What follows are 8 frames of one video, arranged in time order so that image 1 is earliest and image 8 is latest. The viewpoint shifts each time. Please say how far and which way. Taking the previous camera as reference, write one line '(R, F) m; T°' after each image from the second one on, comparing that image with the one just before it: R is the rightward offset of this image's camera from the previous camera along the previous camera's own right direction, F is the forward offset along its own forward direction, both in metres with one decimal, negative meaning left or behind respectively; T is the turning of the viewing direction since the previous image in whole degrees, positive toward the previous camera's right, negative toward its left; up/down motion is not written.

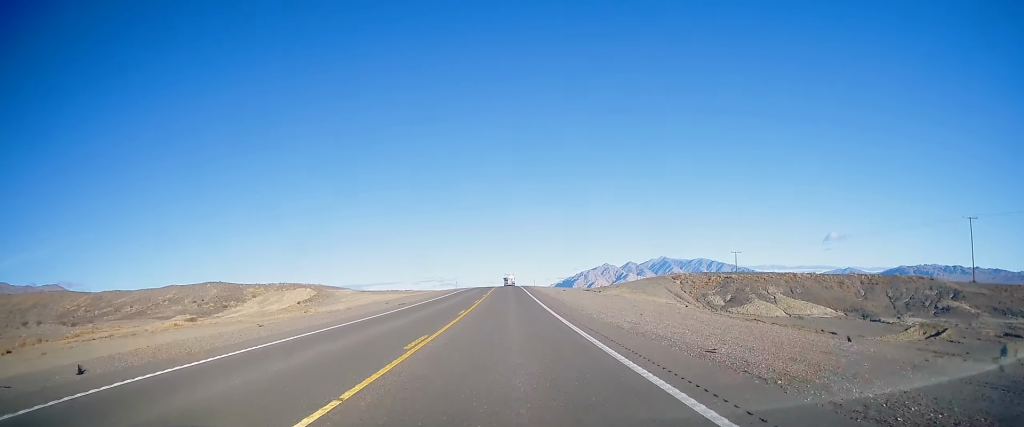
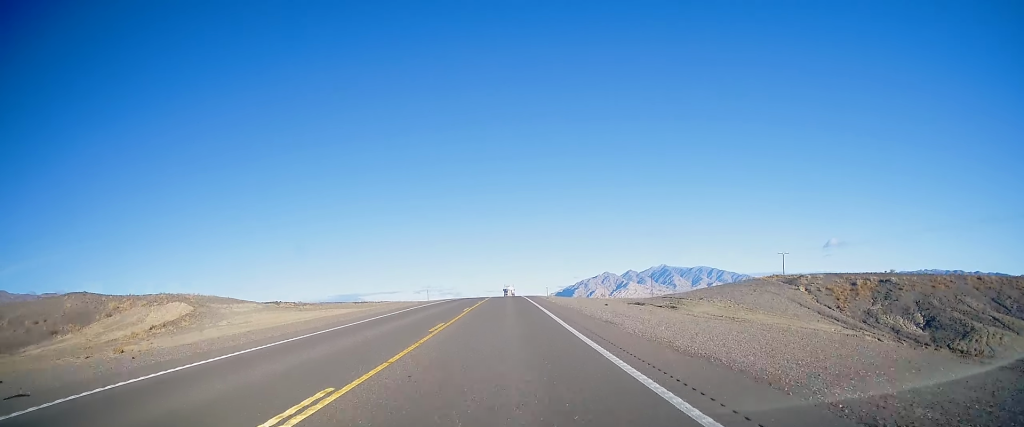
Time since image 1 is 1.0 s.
(+0.1, +31.3) m; -1°
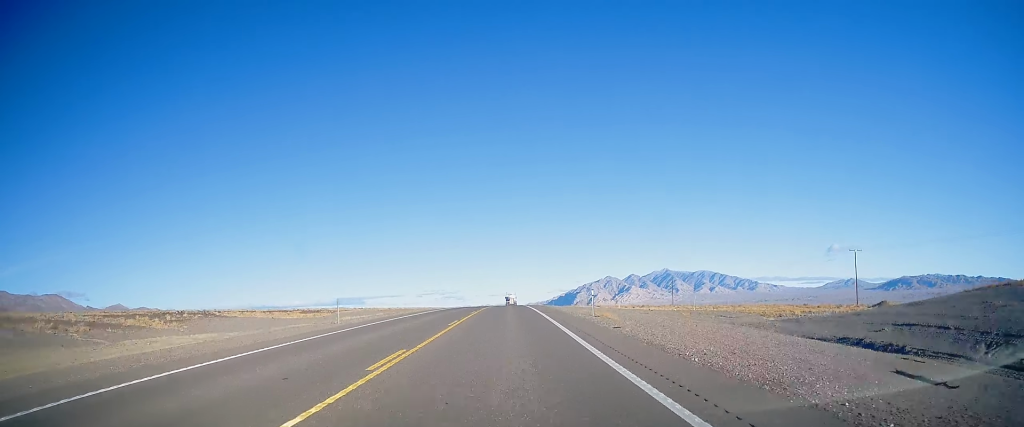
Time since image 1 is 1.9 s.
(-0.5, +31.5) m; 0°
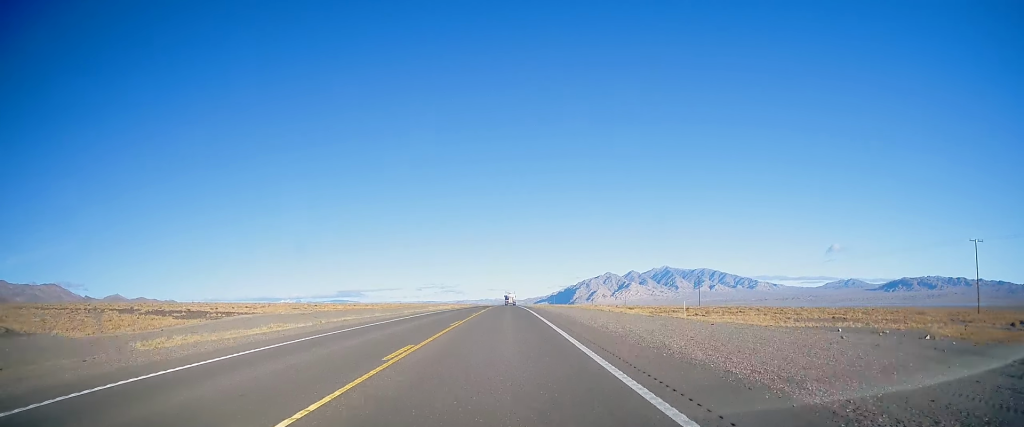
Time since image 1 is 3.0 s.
(+0.5, +34.8) m; 0°
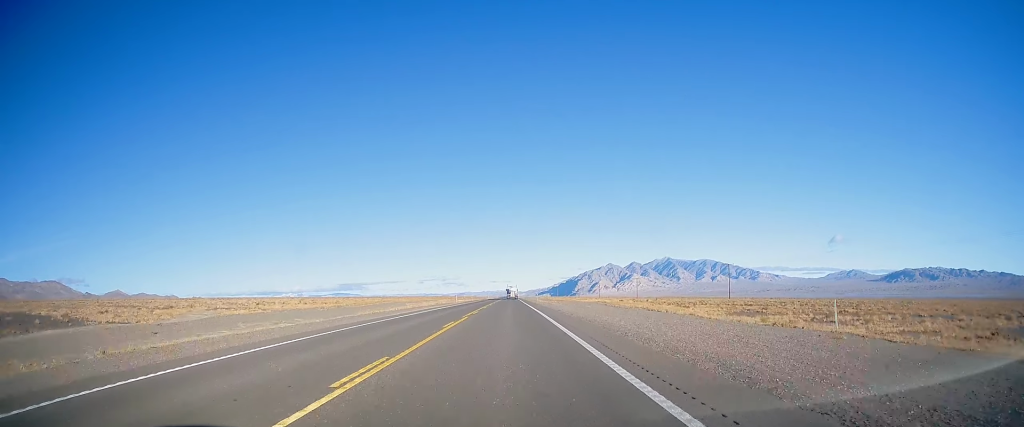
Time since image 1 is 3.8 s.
(-0.4, +27.4) m; 0°
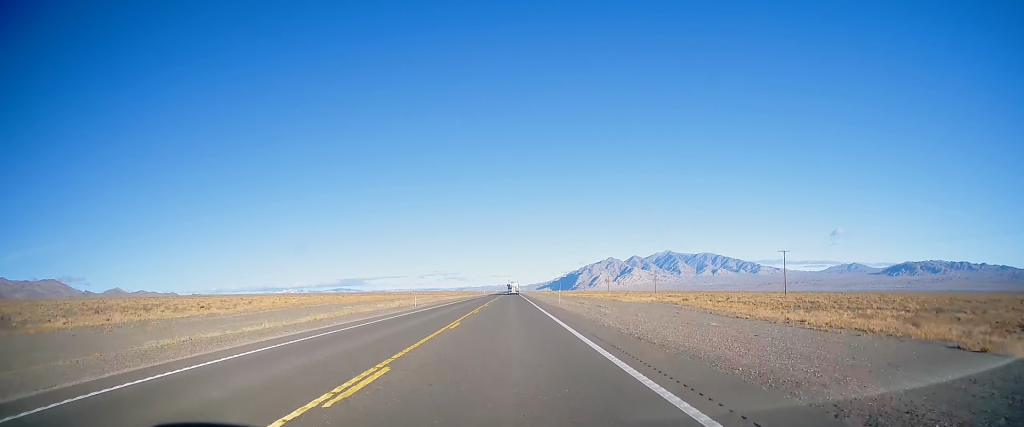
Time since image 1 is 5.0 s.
(+0.5, +37.8) m; 0°
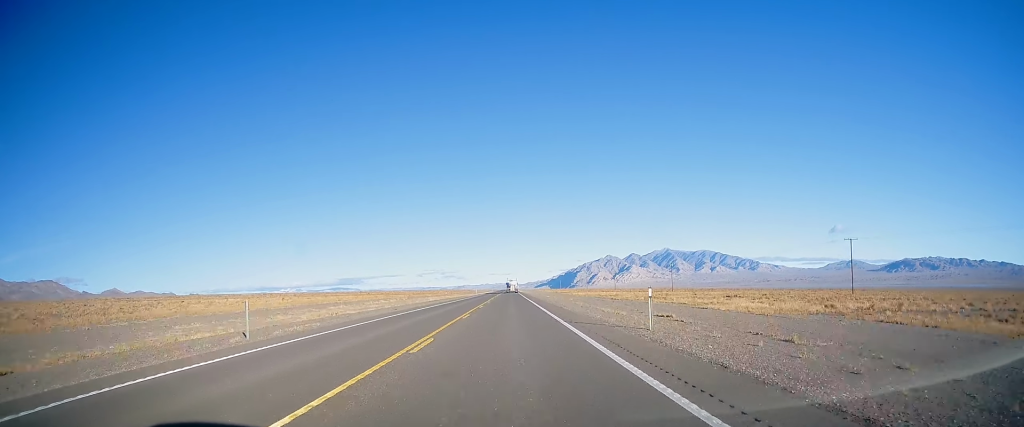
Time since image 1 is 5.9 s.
(-0.5, +31.3) m; 0°
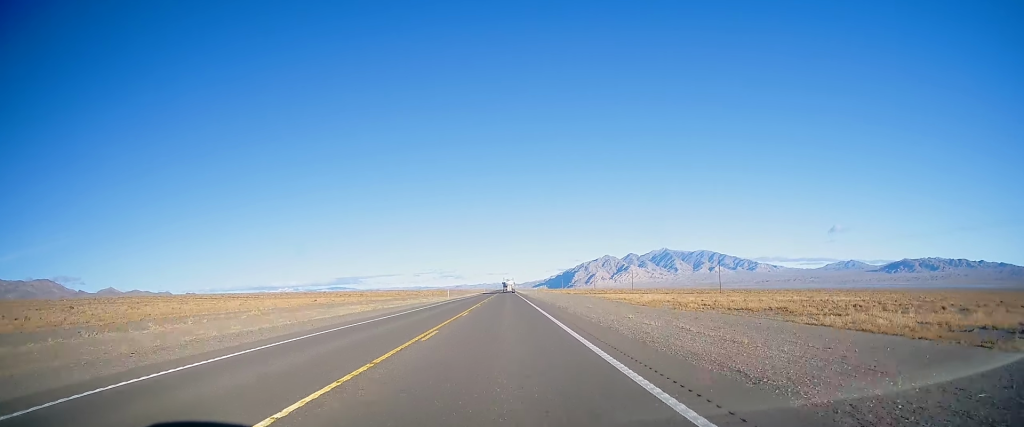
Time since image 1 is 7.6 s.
(+0.3, +58.3) m; 0°
